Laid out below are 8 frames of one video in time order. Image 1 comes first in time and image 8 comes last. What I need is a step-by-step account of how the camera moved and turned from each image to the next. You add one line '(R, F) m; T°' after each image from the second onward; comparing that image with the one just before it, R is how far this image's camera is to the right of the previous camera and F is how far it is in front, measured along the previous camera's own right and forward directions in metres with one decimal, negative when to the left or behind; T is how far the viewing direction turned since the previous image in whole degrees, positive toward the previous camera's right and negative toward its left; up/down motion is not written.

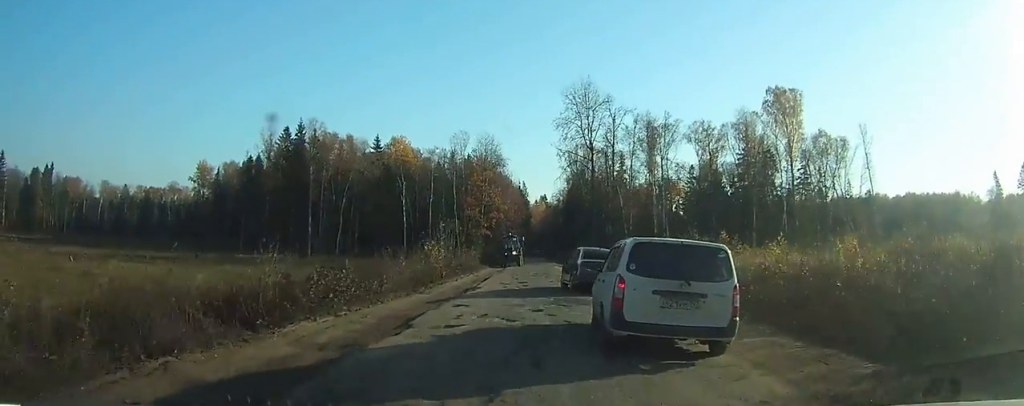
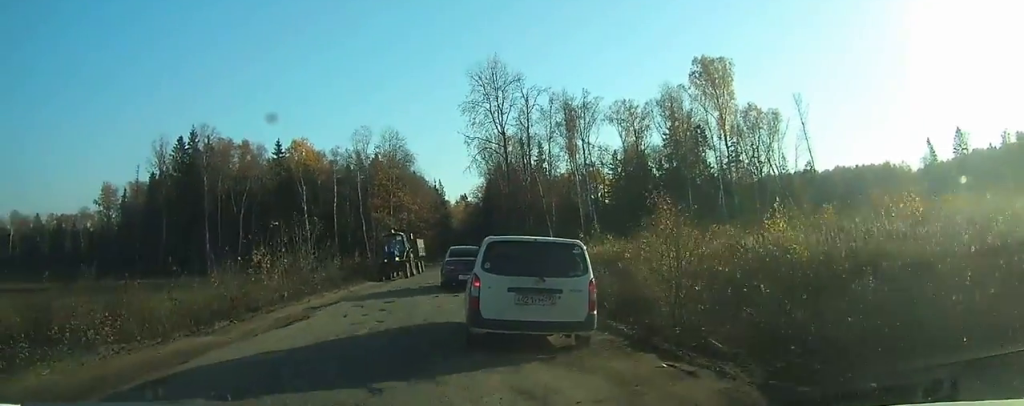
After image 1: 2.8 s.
(+0.2, +9.9) m; -1°
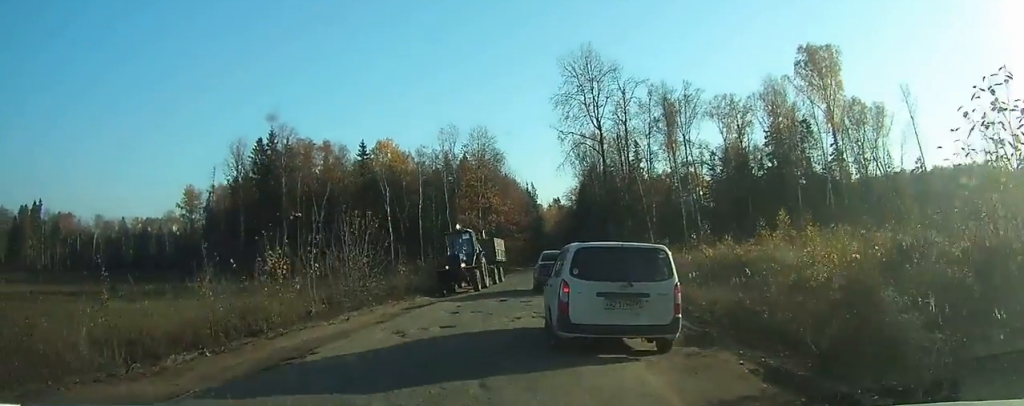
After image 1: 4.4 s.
(-0.3, +5.1) m; -4°
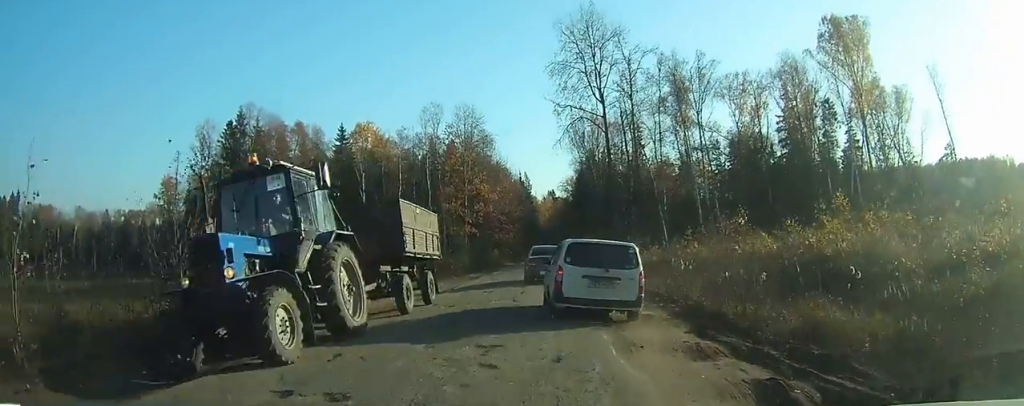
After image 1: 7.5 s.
(-0.3, +9.8) m; -2°
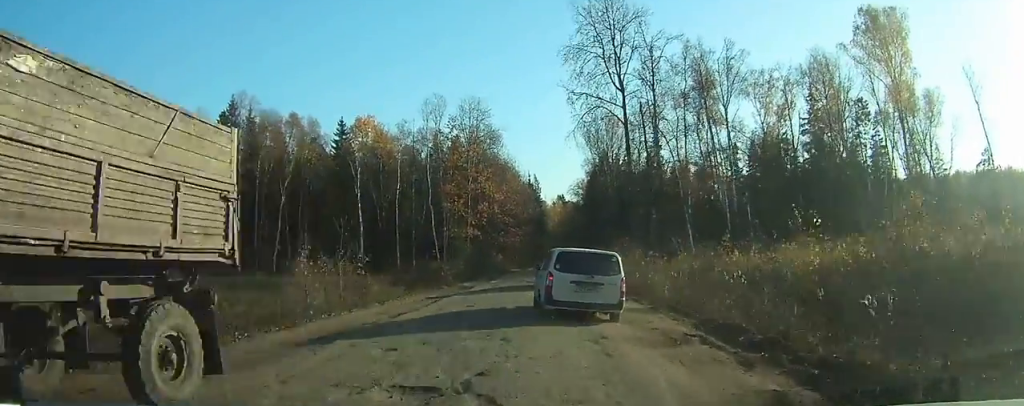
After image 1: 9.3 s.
(0.0, +6.2) m; +1°
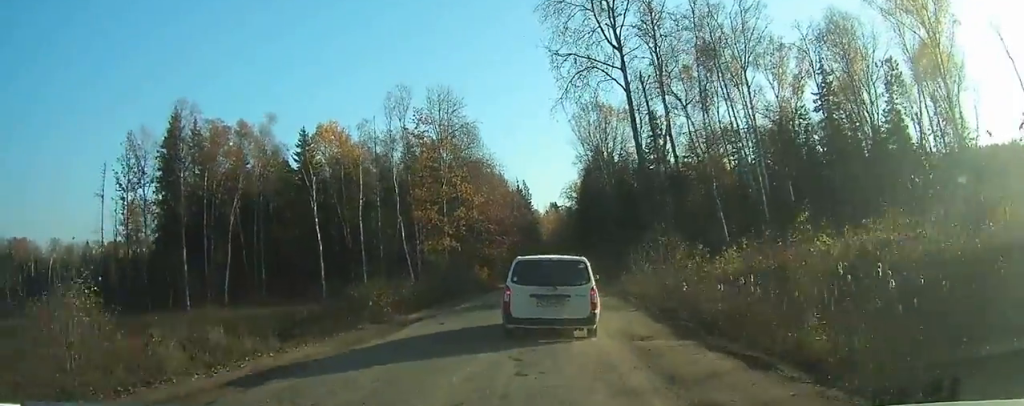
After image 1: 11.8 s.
(+0.1, +9.7) m; +1°
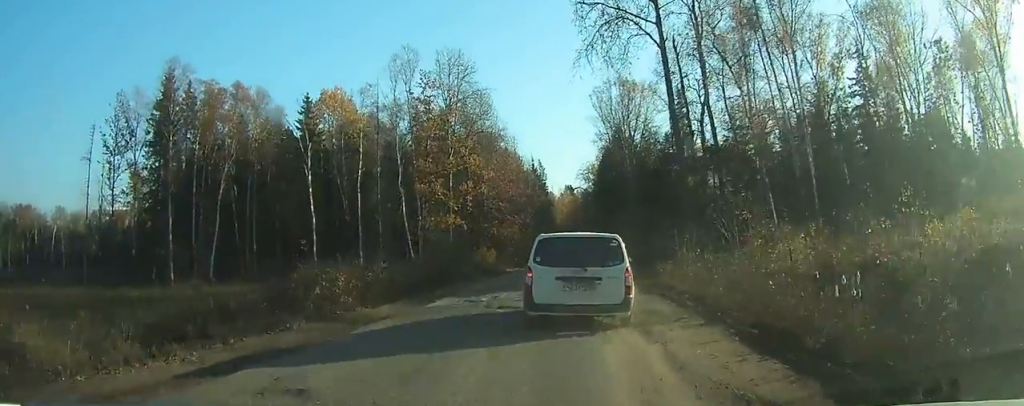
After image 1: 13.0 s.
(0.0, +4.8) m; 0°
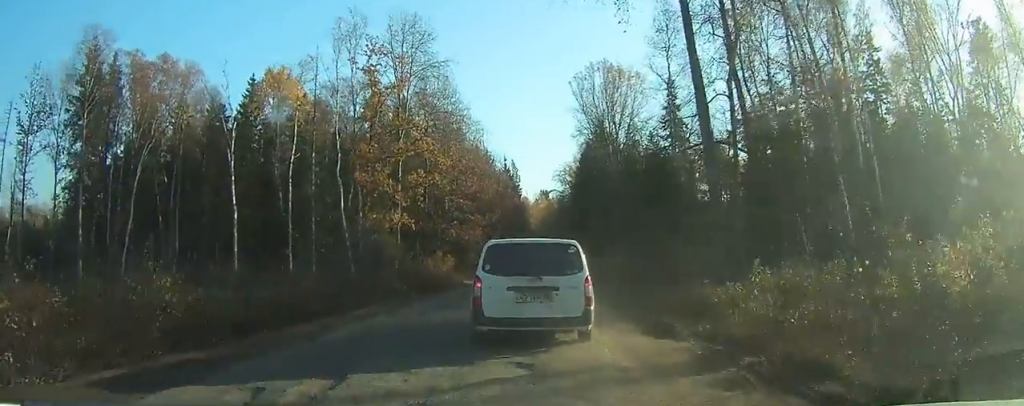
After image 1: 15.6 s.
(-0.2, +10.2) m; -2°
